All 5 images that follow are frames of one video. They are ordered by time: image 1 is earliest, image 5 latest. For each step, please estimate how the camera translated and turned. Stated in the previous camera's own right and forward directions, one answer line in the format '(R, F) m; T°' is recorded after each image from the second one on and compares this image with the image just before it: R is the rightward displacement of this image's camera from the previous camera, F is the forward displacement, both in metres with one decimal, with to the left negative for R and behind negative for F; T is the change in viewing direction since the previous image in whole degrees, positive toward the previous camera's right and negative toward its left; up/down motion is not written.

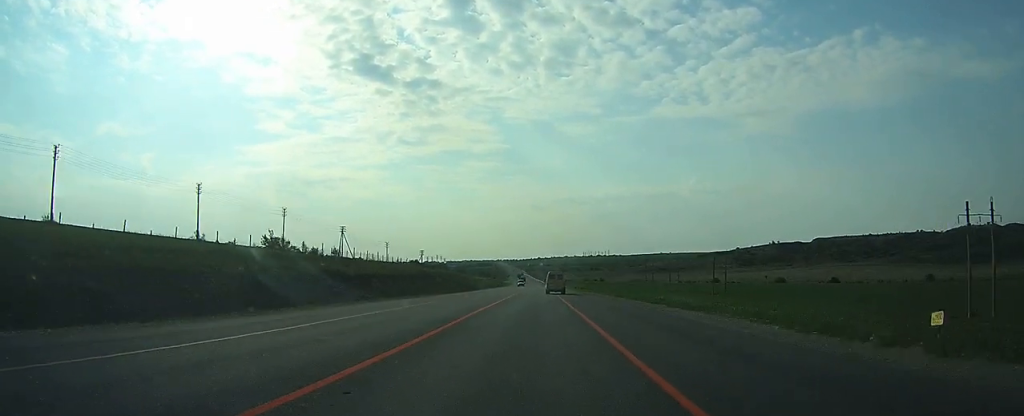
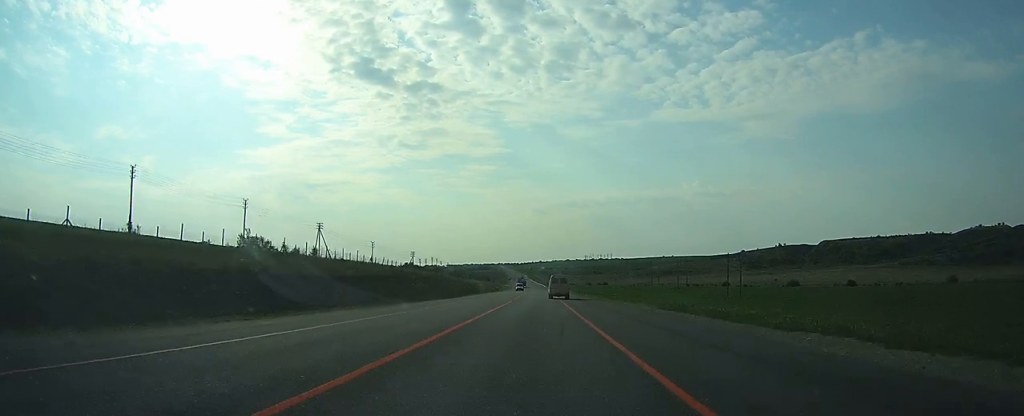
(0.0, +17.9) m; 0°
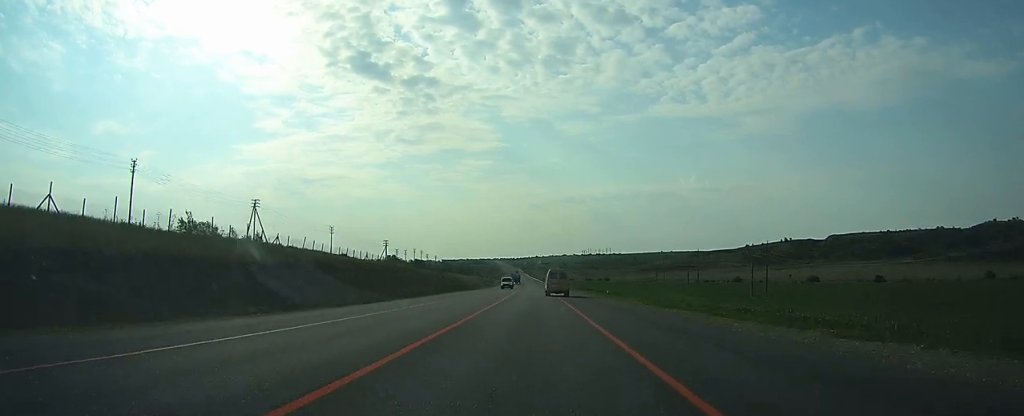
(-0.1, +31.9) m; 0°
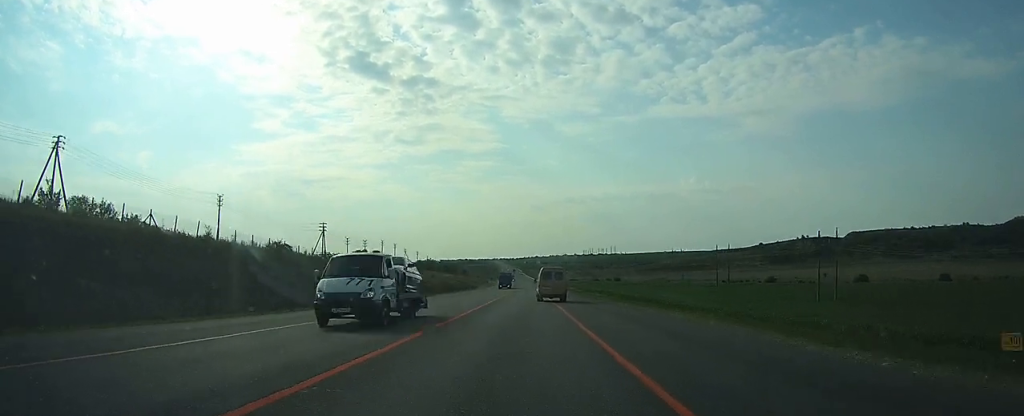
(+0.2, +51.5) m; 0°
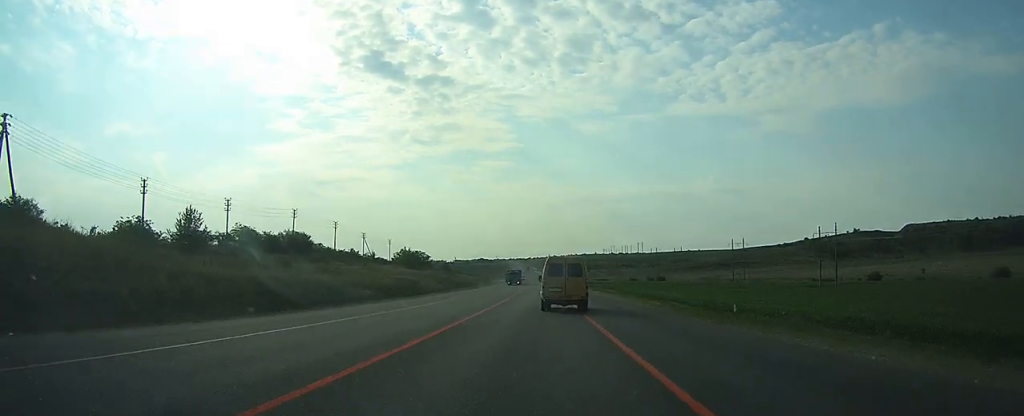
(-0.8, +85.0) m; -1°
